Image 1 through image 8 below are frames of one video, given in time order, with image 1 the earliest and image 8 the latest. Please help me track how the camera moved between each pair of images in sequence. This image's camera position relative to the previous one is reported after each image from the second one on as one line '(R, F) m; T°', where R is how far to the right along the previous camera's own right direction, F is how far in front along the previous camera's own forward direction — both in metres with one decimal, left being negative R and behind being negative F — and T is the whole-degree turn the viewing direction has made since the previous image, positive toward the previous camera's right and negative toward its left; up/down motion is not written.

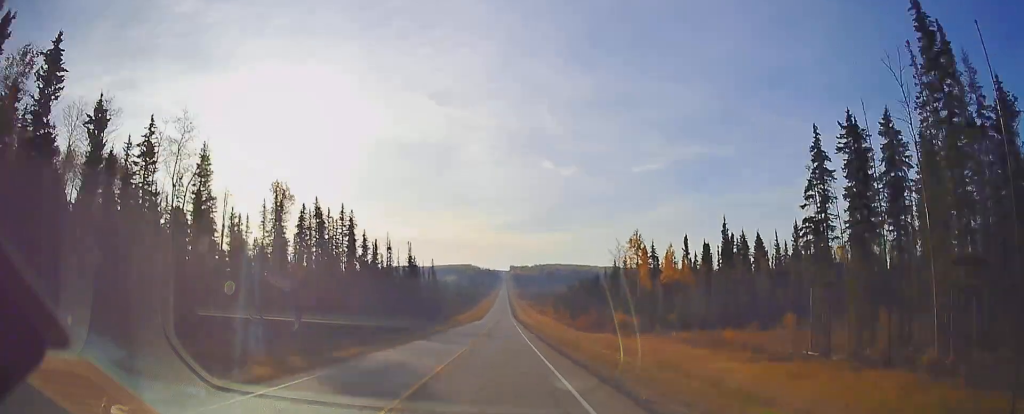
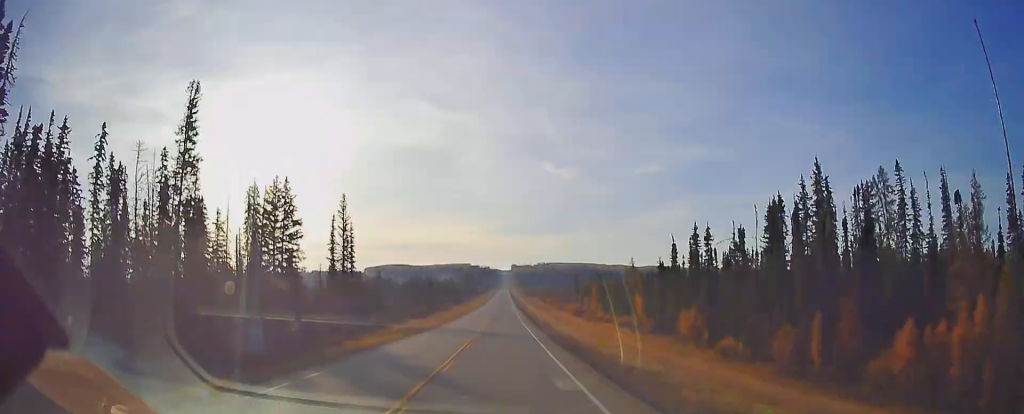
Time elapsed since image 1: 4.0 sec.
(+0.3, +116.4) m; 0°
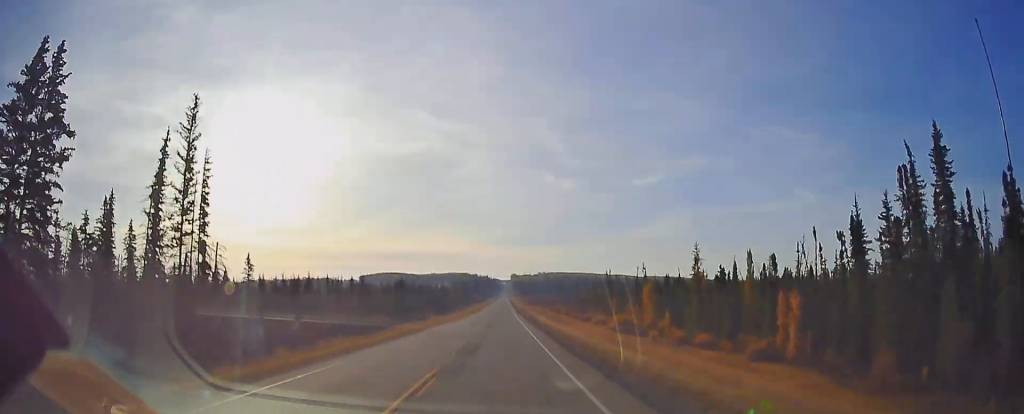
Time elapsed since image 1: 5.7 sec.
(+0.1, +50.2) m; 0°
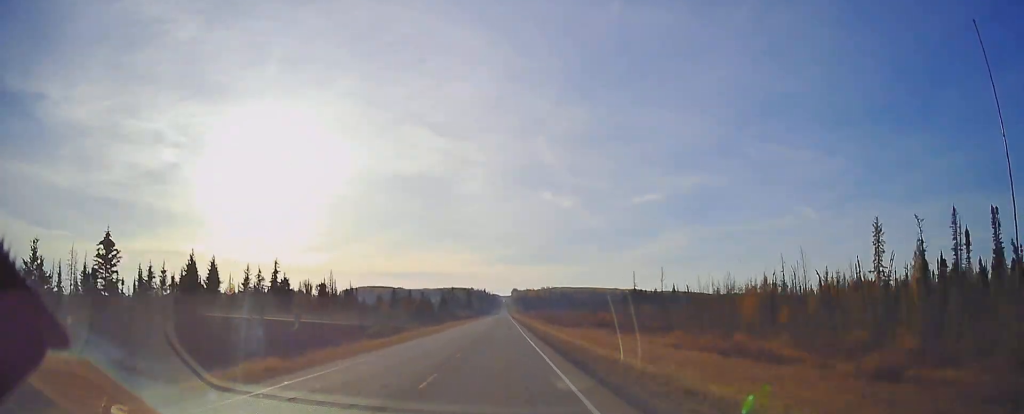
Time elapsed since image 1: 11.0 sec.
(-0.3, +156.6) m; 0°
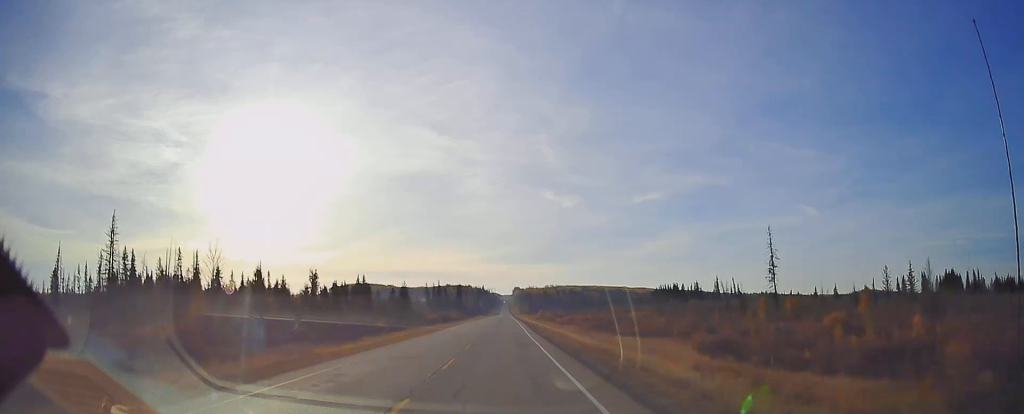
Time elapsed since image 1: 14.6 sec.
(0.0, +105.3) m; 0°
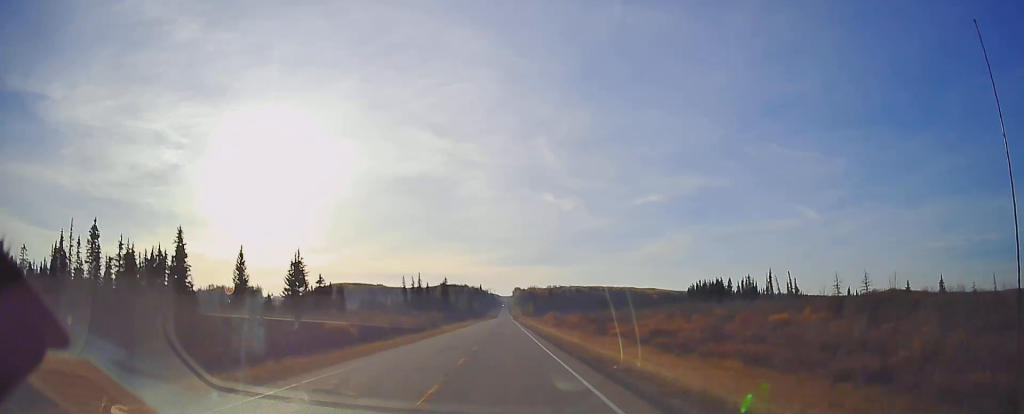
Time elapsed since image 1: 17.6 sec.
(+0.3, +86.0) m; 0°
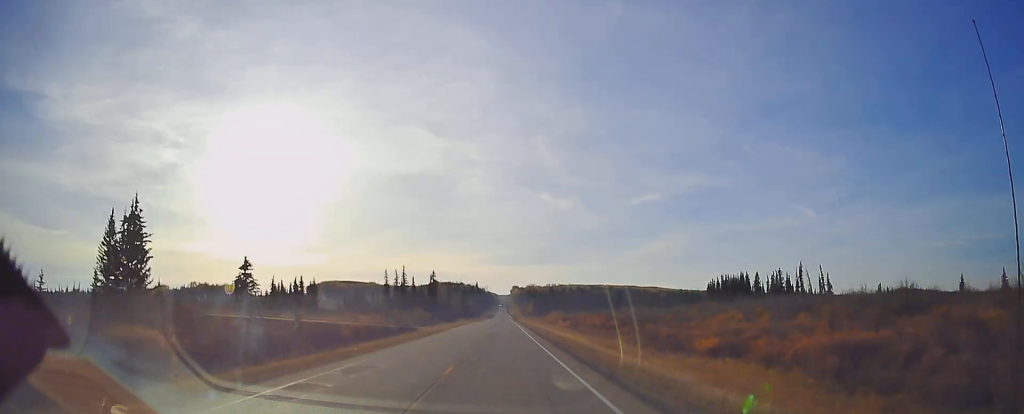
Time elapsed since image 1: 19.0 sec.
(-0.1, +39.6) m; 0°
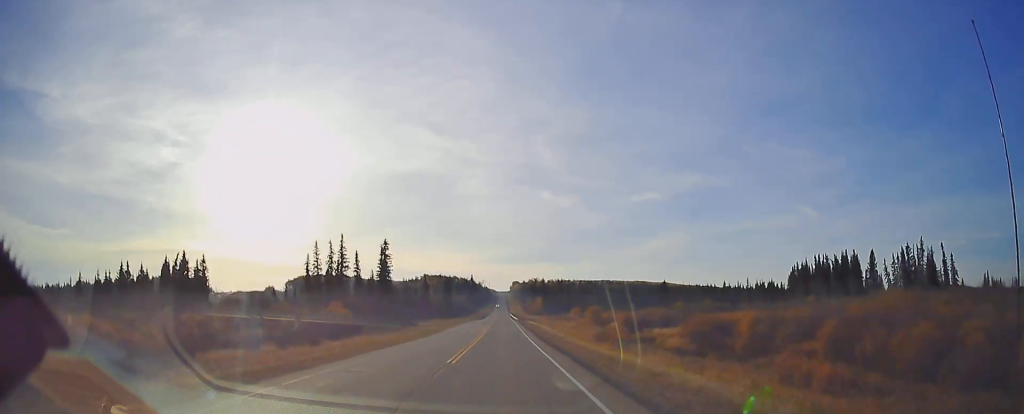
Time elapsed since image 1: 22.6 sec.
(0.0, +98.7) m; 0°
